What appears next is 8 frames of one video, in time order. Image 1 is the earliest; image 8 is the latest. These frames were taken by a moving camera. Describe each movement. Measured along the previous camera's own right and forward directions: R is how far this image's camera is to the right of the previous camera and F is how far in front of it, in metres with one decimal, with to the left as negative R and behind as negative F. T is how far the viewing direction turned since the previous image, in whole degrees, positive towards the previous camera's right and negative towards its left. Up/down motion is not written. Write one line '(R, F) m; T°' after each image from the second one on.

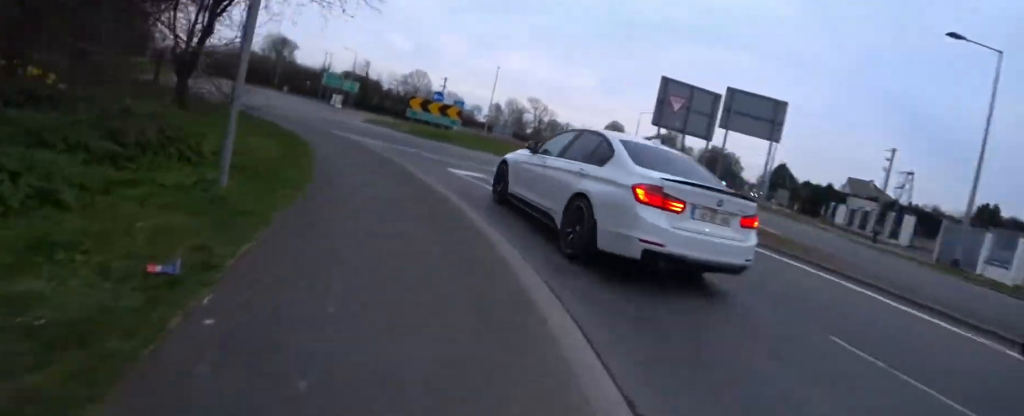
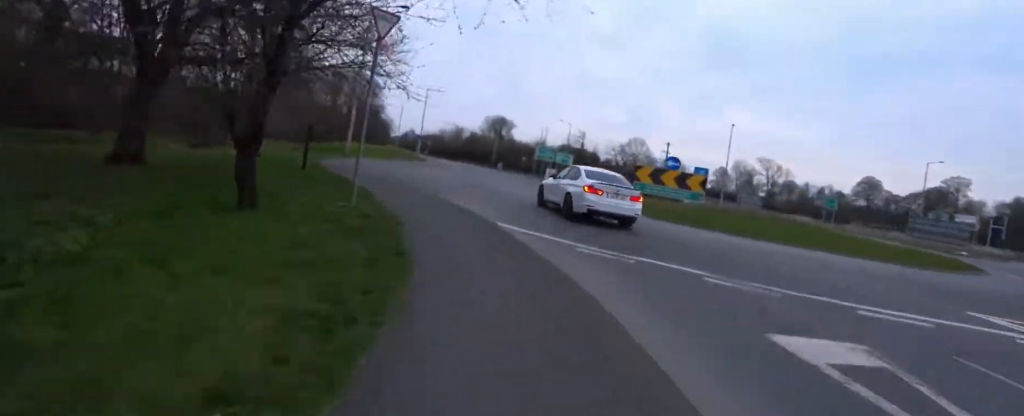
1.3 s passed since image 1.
(-1.0, +5.0) m; -13°
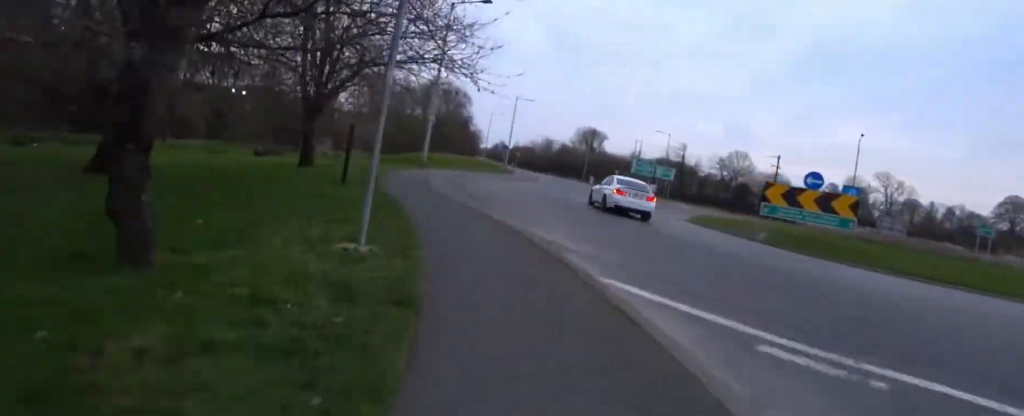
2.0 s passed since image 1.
(0.0, +3.3) m; -2°
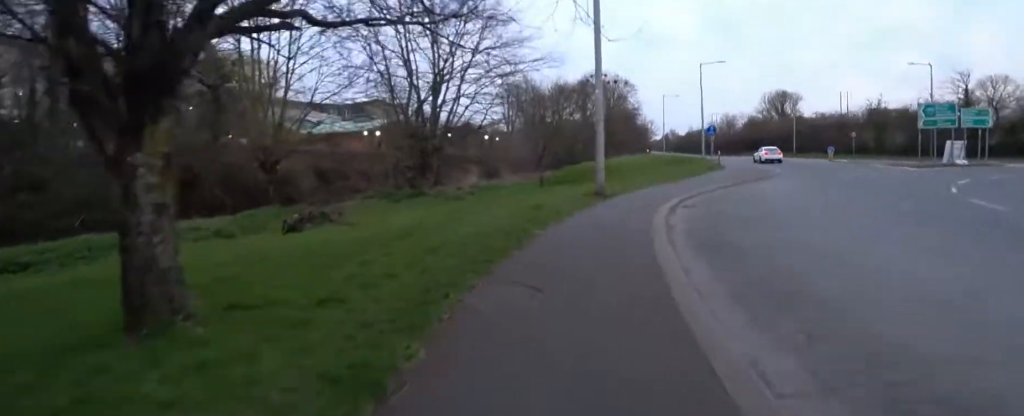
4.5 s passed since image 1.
(-1.2, +12.9) m; -6°
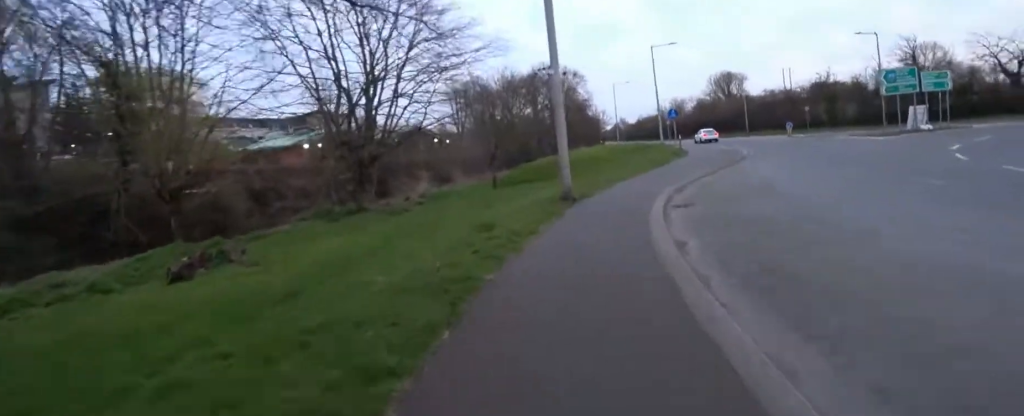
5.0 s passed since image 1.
(+0.1, +2.5) m; +8°
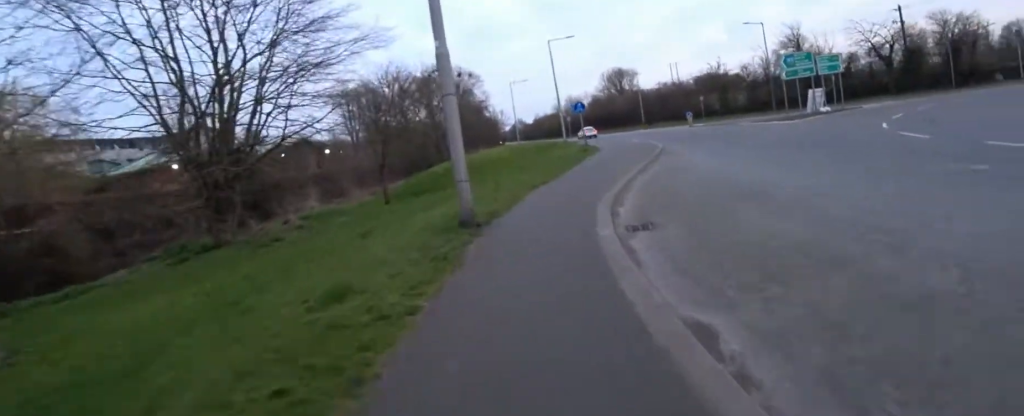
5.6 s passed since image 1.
(0.0, +3.0) m; +8°
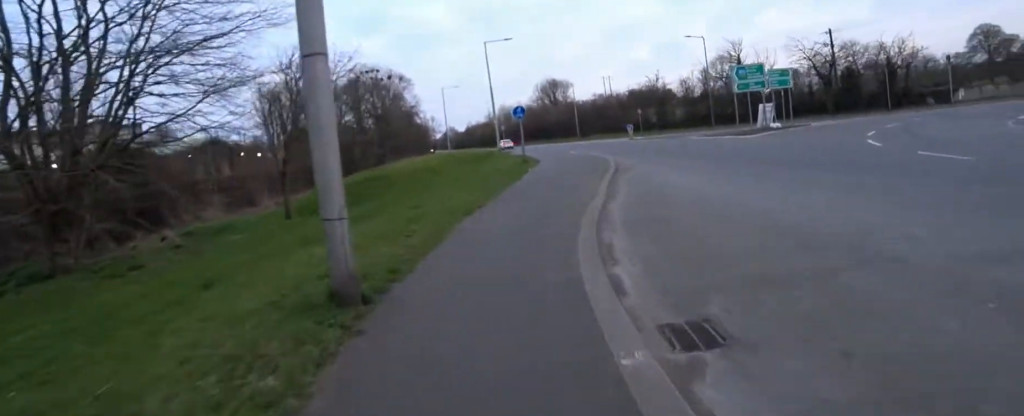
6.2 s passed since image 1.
(+0.7, +3.1) m; +3°
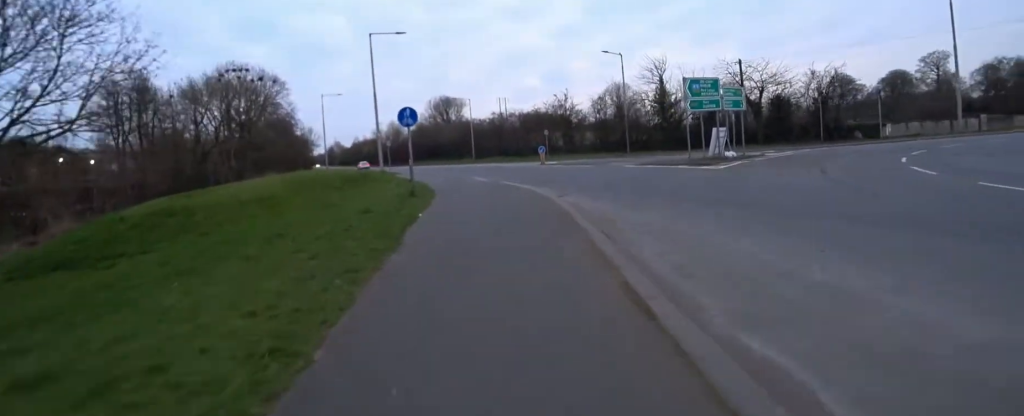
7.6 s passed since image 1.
(-0.4, +7.3) m; -2°
